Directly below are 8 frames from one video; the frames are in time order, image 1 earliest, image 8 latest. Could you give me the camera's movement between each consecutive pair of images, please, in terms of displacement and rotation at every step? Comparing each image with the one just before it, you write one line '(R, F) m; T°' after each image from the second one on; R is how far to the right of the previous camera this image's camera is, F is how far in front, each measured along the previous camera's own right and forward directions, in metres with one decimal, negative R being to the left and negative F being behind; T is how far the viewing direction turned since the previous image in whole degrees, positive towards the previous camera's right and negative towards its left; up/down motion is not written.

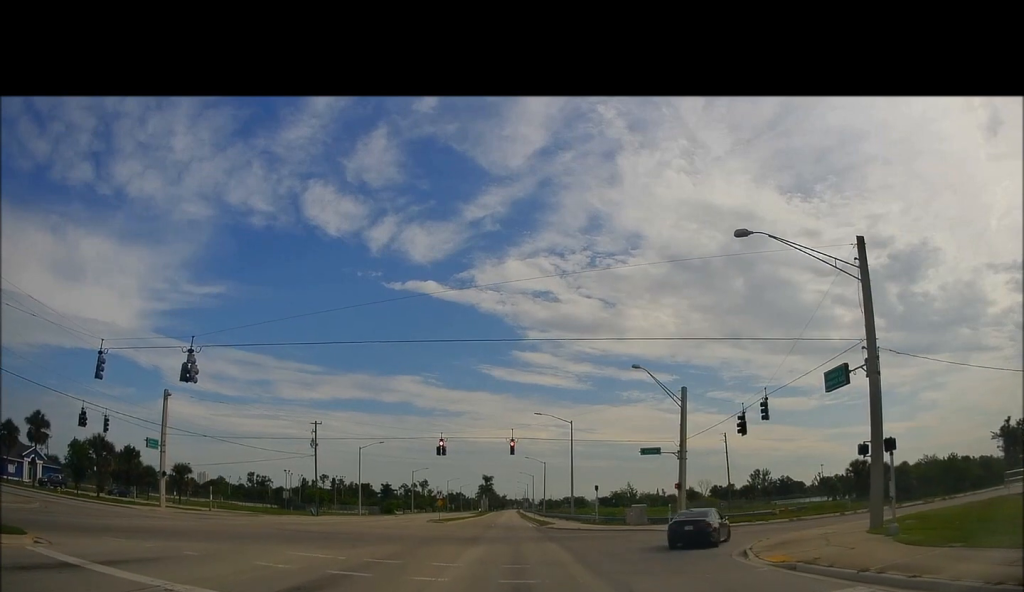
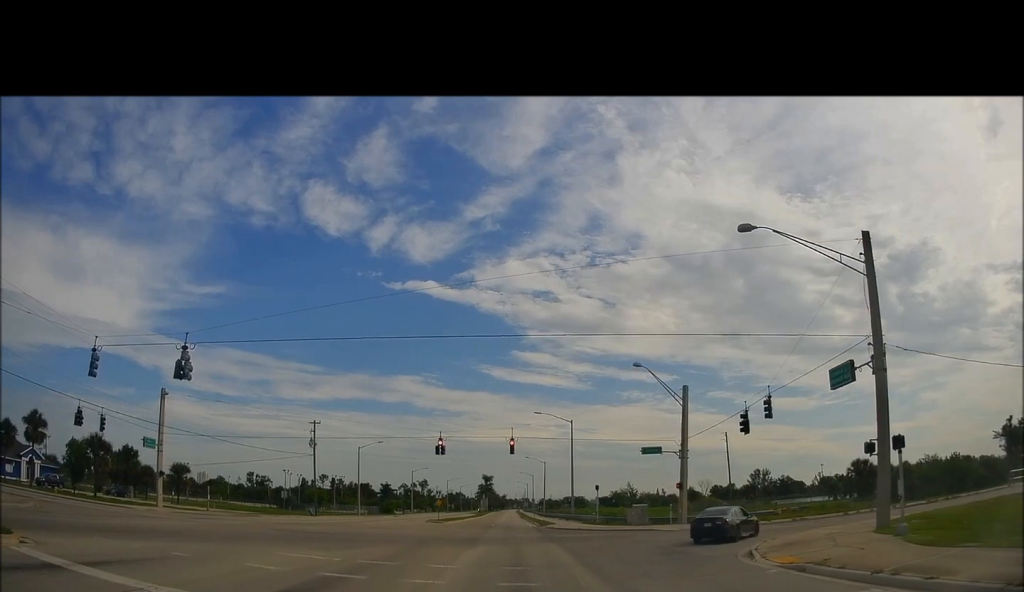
(-0.4, +0.2) m; 0°
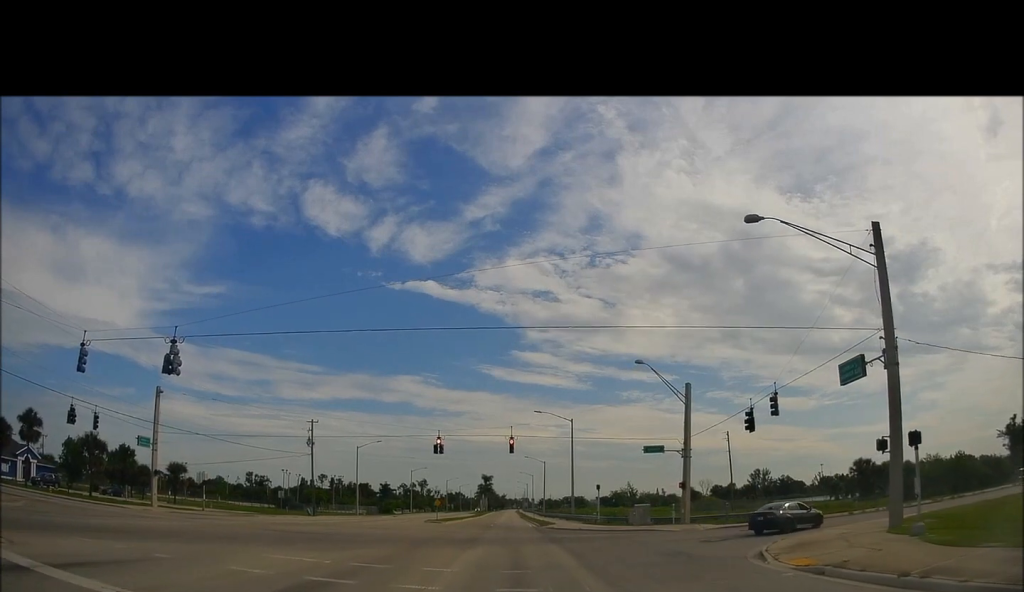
(-0.3, +0.4) m; 0°
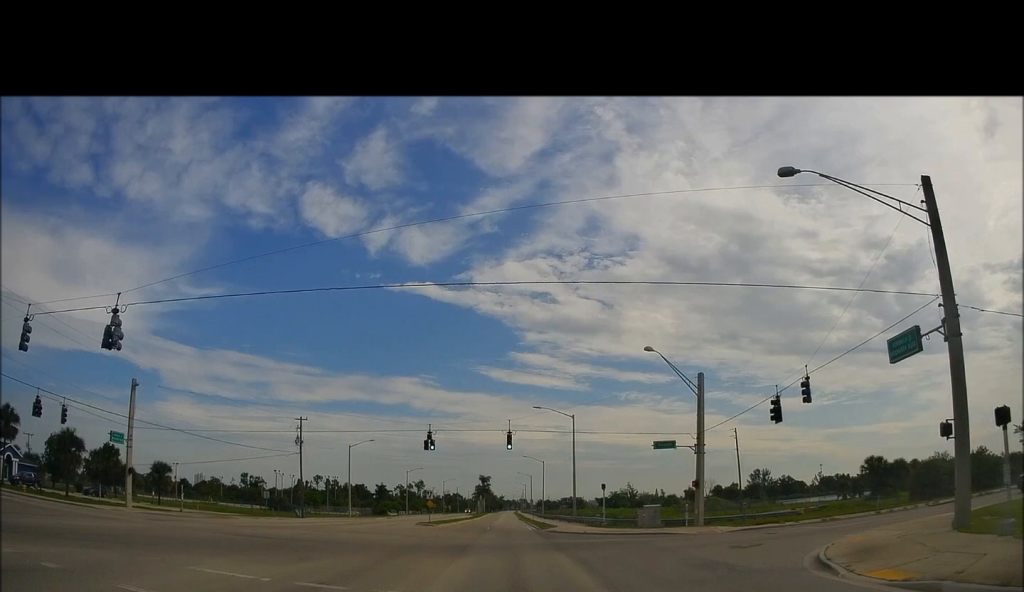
(+0.5, +2.3) m; +8°
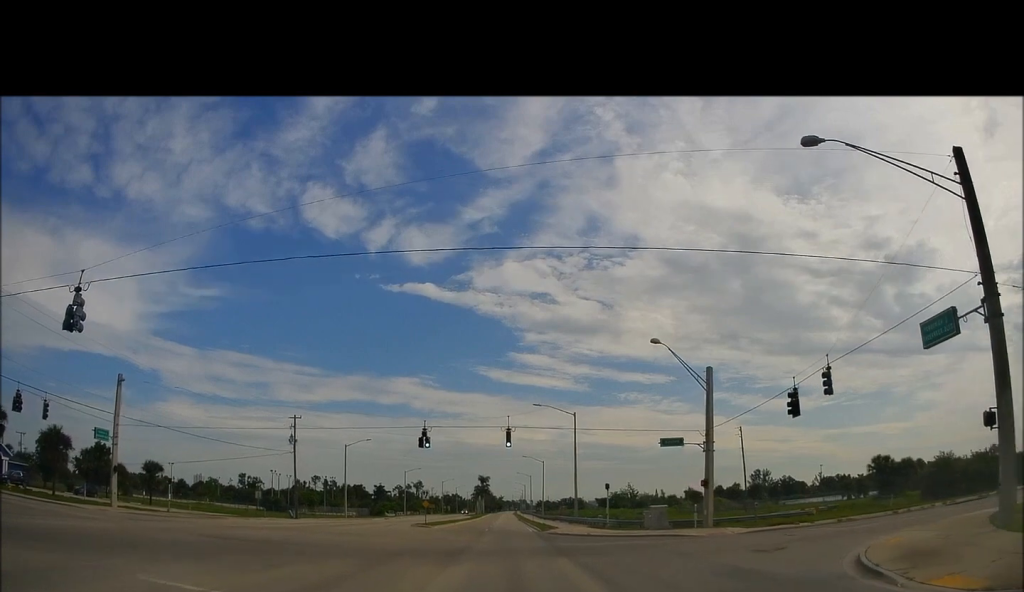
(+0.1, +1.0) m; +4°
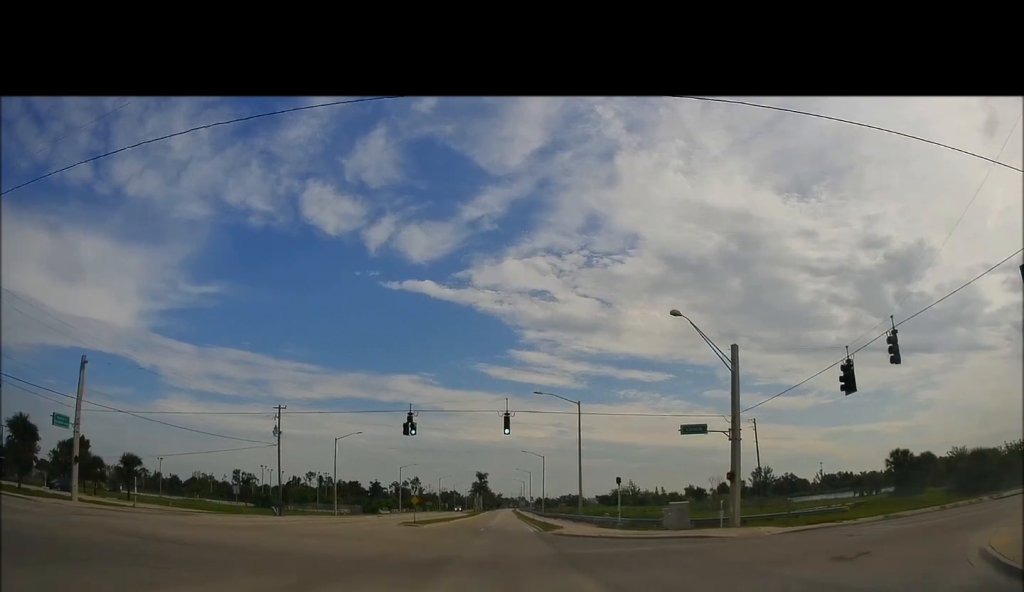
(0.0, +2.5) m; +2°
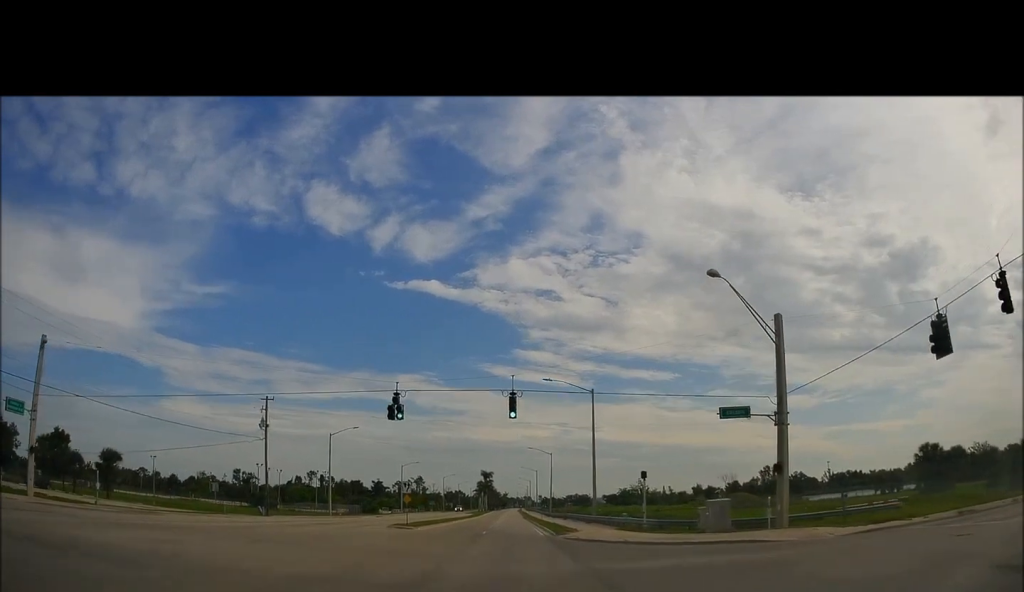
(0.0, +3.1) m; +4°
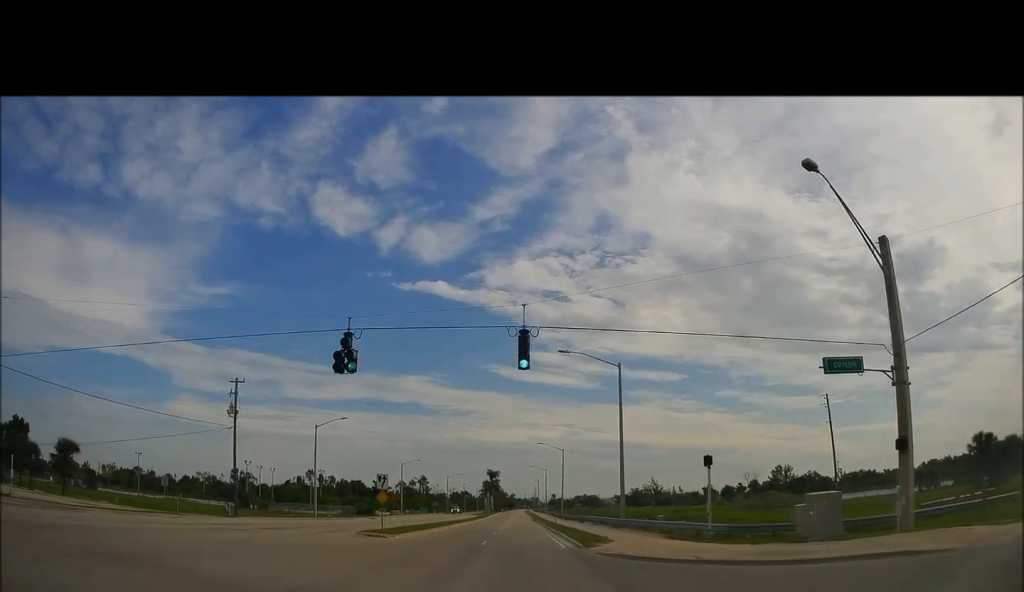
(+0.3, +6.5) m; -2°
